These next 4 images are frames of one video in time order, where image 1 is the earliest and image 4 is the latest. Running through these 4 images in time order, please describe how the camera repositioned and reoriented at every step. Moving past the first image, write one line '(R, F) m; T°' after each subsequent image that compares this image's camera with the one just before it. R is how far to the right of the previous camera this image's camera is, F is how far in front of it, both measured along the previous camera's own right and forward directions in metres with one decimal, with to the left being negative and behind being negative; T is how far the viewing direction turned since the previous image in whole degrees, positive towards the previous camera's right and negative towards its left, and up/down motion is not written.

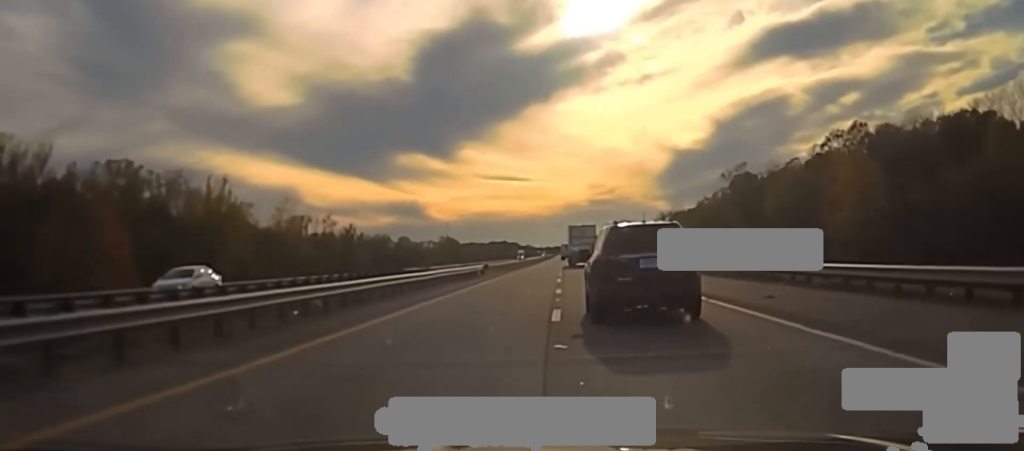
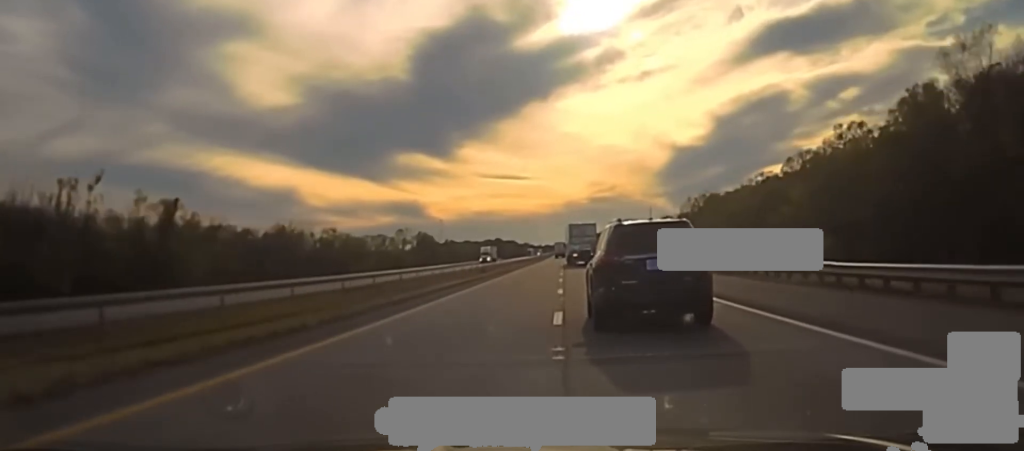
(-0.3, +80.1) m; 0°
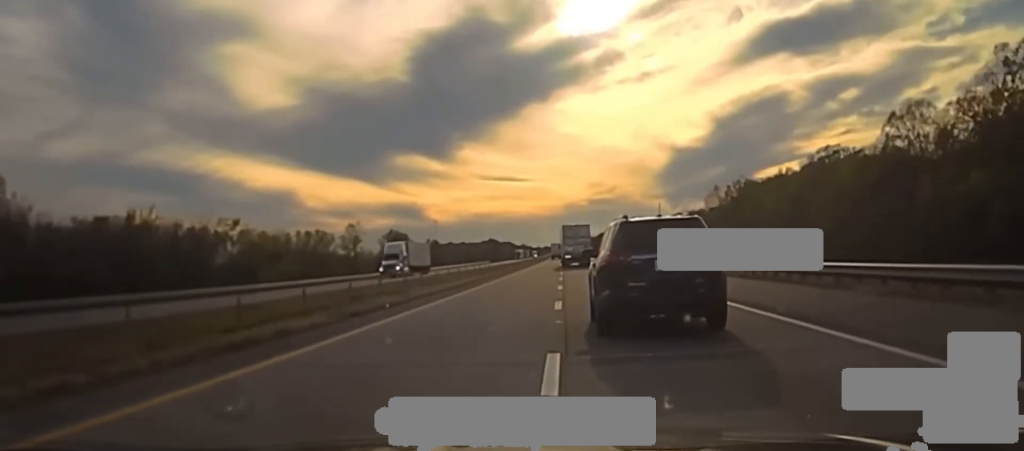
(+0.3, +55.5) m; +1°
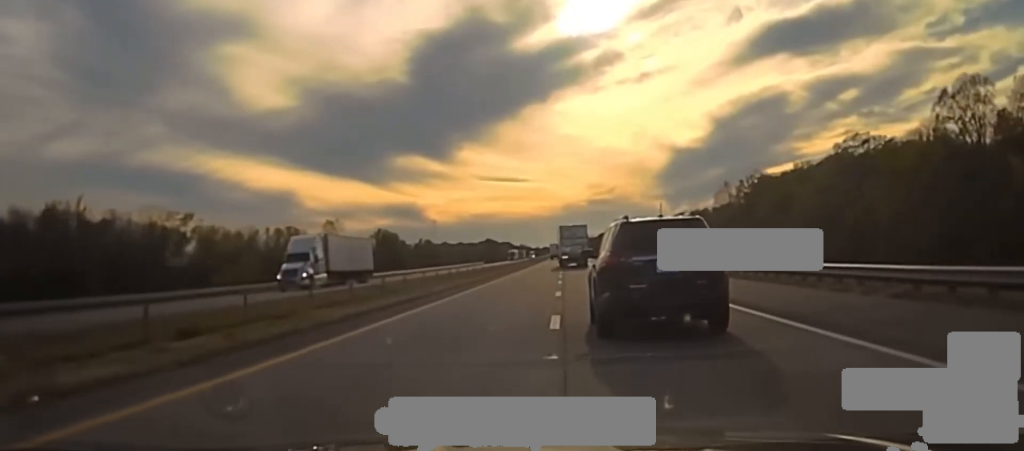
(0.0, +17.5) m; 0°
